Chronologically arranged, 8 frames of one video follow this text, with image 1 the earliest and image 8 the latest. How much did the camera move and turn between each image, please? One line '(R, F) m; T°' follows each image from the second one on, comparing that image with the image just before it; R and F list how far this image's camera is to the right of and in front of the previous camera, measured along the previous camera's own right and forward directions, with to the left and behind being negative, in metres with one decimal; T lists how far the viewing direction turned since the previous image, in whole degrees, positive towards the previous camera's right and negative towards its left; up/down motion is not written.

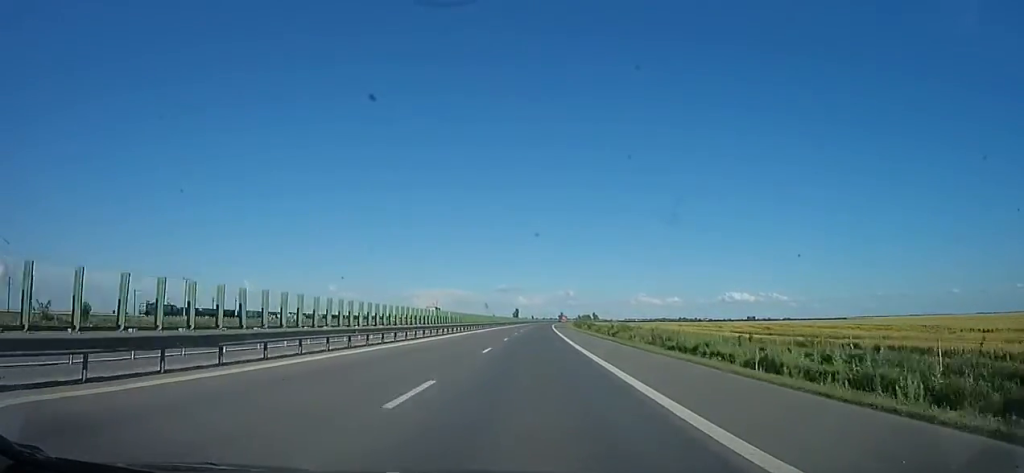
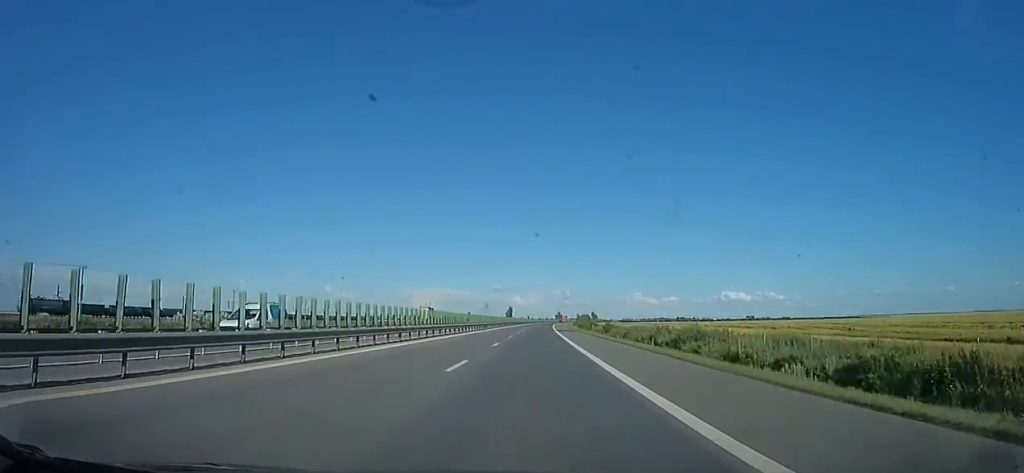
(+0.4, +30.7) m; +2°
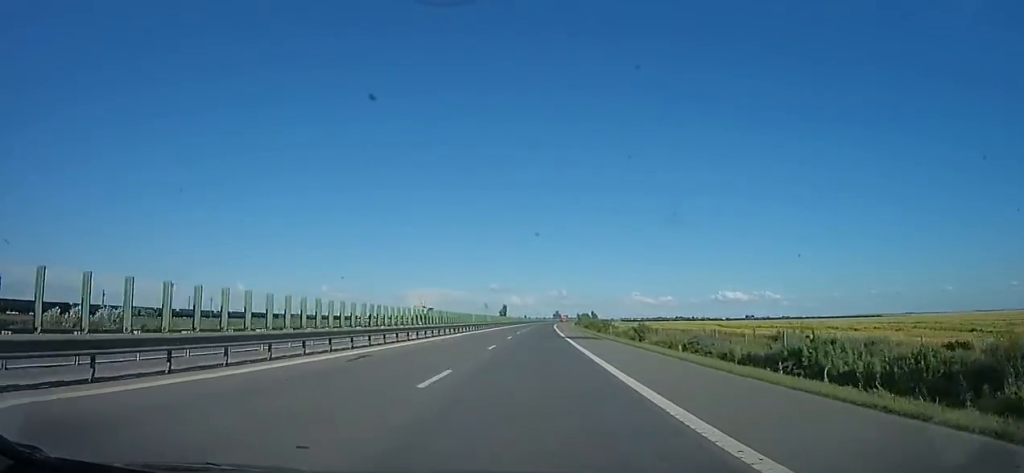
(+1.2, +26.5) m; 0°
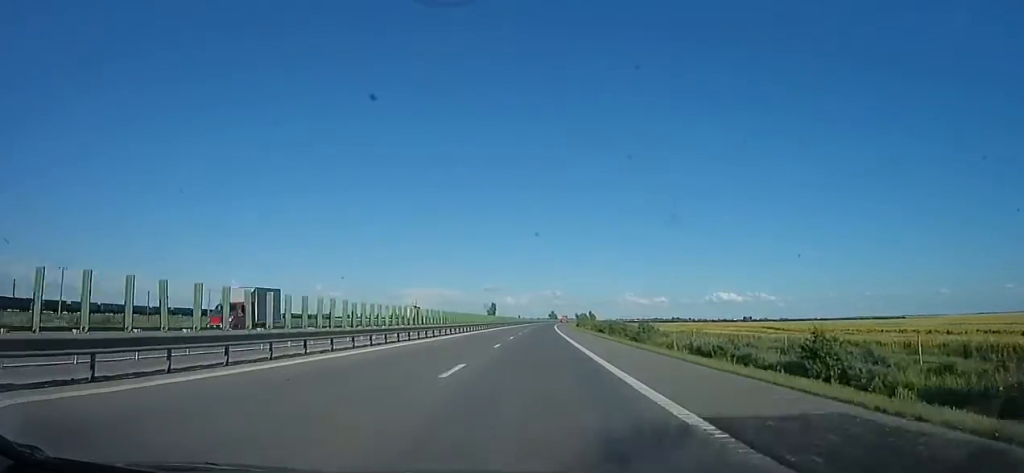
(-1.6, +33.9) m; 0°
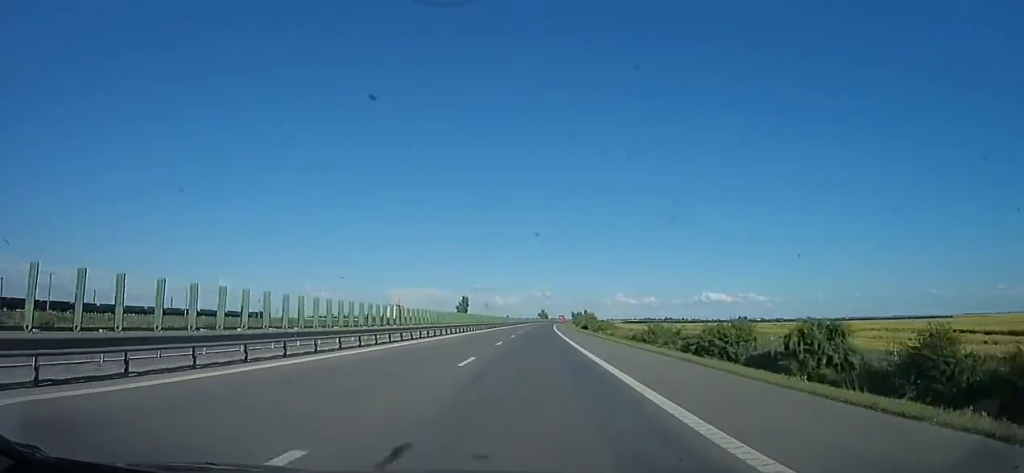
(+0.6, +57.1) m; 0°
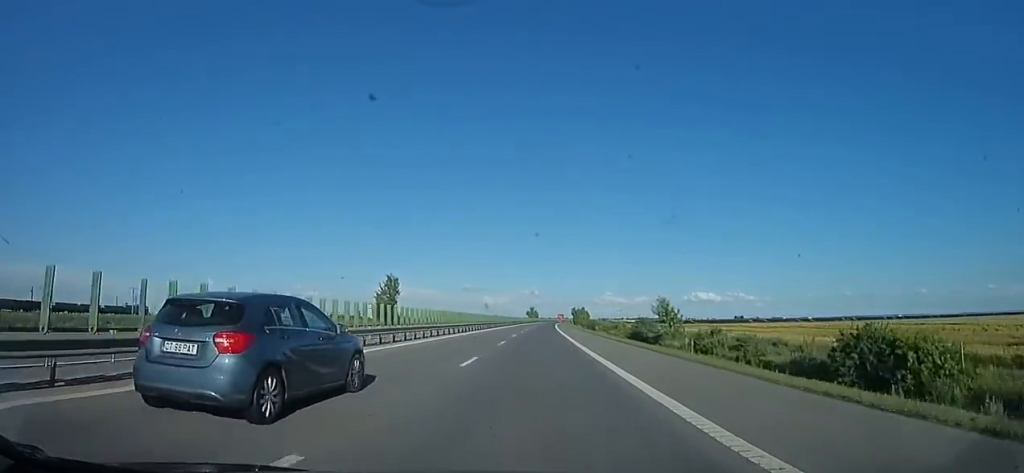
(+1.8, +71.5) m; +3°
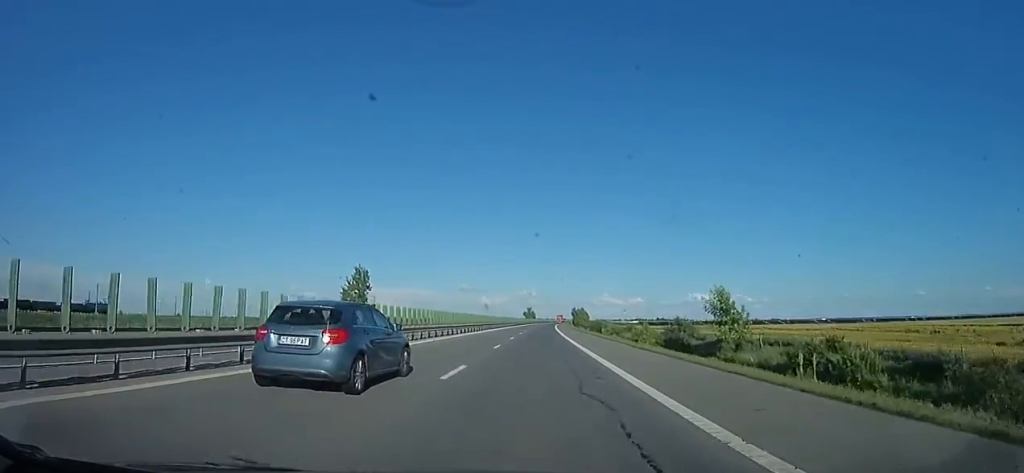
(-0.1, +14.6) m; 0°
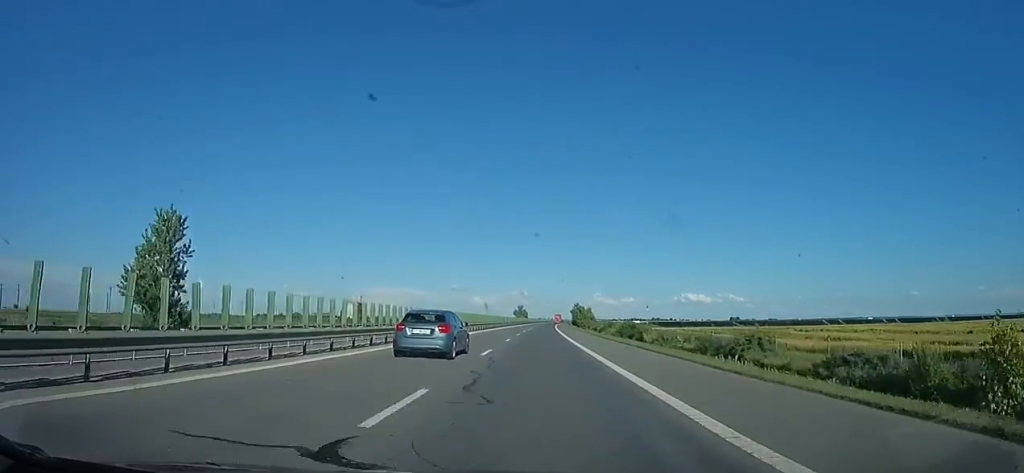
(+0.4, +40.7) m; +2°
